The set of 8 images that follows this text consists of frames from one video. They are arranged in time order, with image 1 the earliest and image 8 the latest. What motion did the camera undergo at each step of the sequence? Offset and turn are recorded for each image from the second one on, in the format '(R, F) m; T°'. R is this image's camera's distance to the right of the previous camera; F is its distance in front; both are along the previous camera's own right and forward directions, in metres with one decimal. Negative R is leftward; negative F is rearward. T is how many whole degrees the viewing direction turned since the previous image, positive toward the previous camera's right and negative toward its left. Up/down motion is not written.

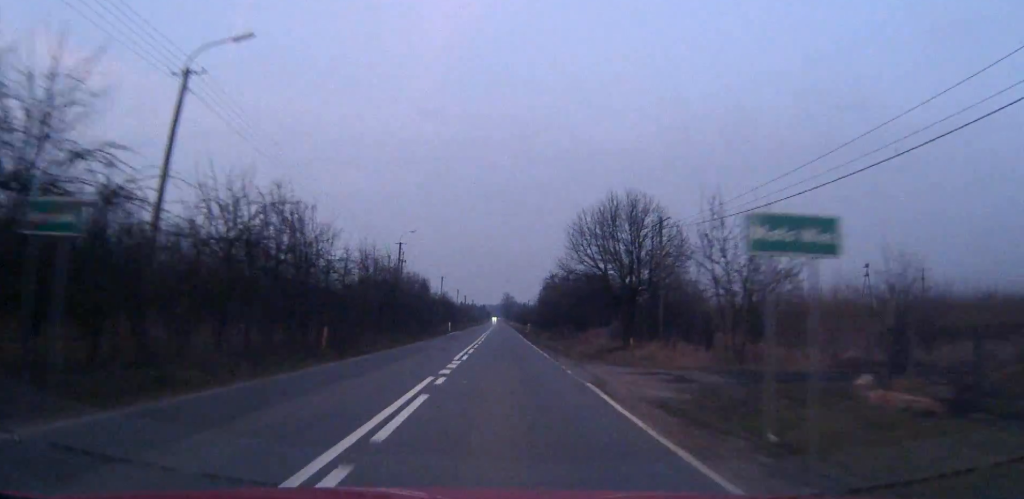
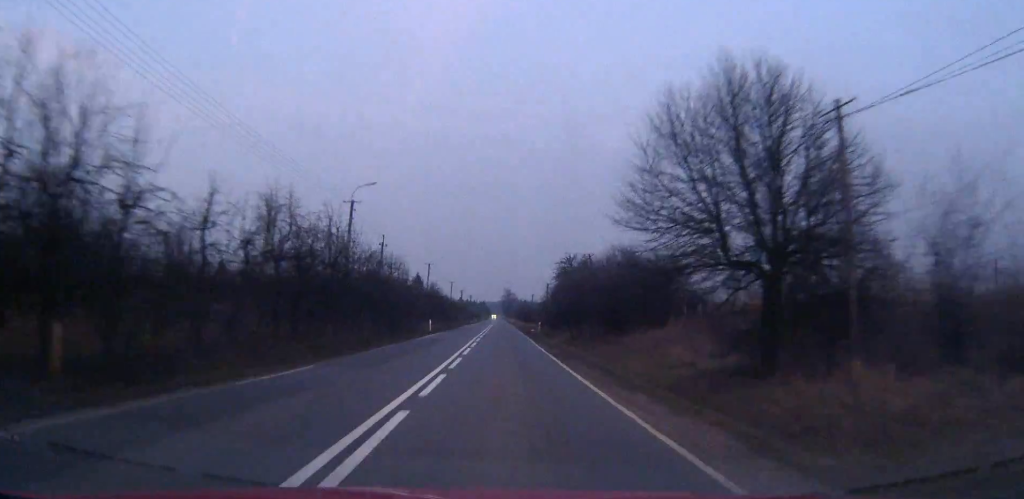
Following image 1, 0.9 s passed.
(0.0, +22.2) m; 0°
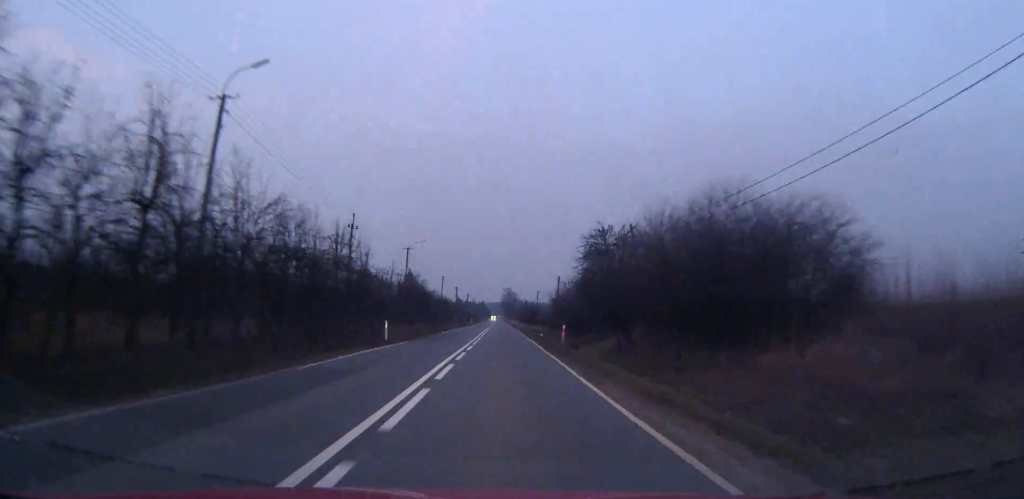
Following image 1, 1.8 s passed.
(-0.1, +22.3) m; 0°
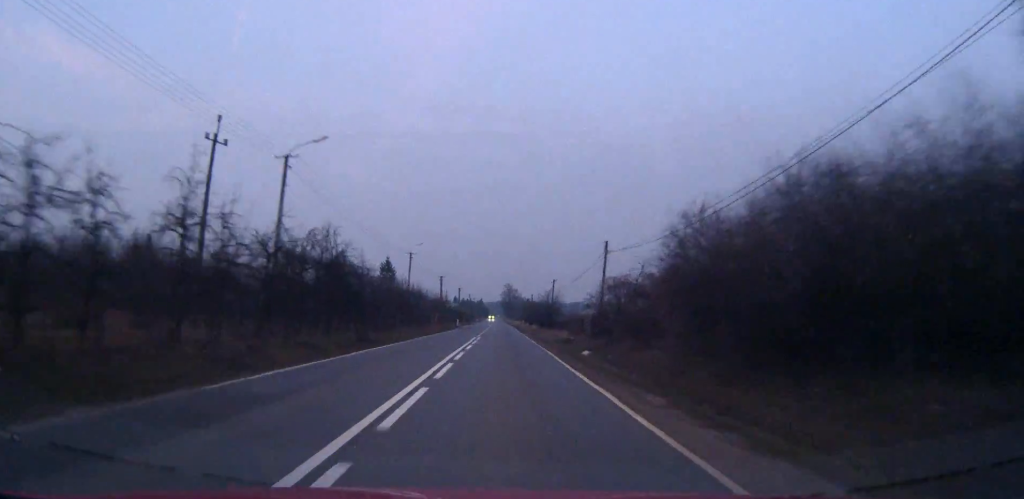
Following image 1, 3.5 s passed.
(0.0, +43.1) m; 0°
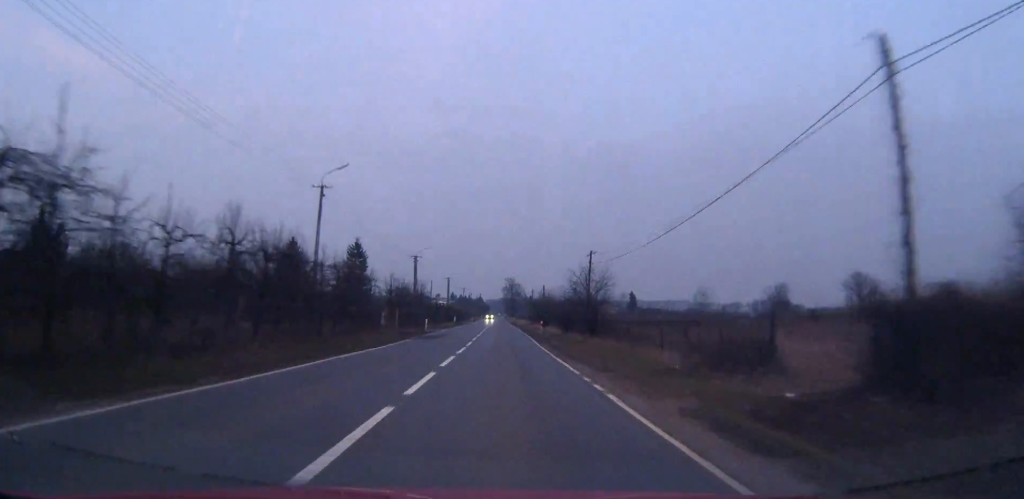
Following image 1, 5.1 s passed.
(0.0, +40.1) m; 0°
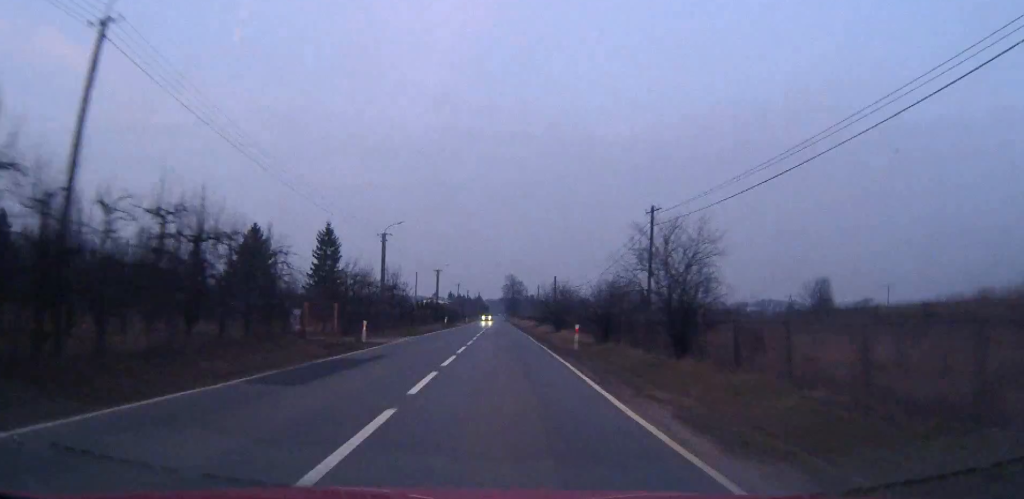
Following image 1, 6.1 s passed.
(0.0, +24.2) m; 0°
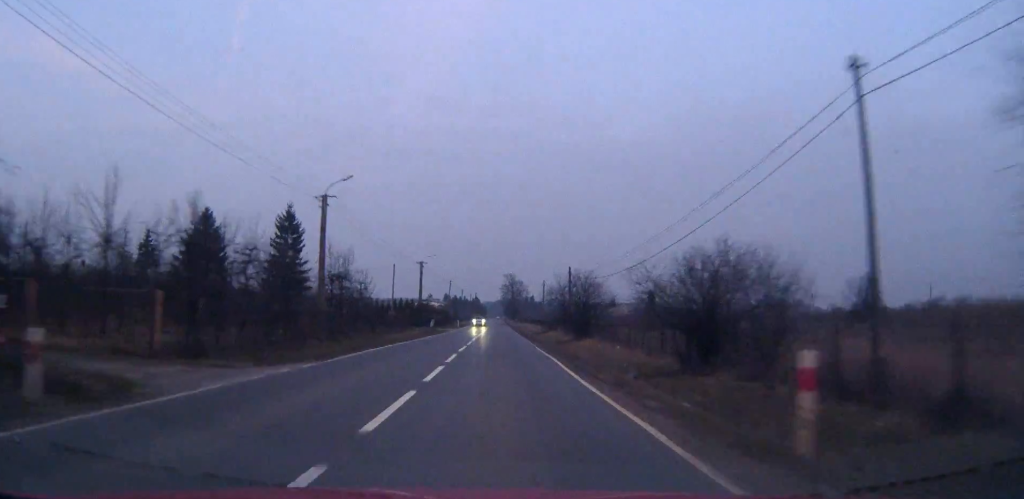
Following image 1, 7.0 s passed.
(-0.1, +21.7) m; 0°
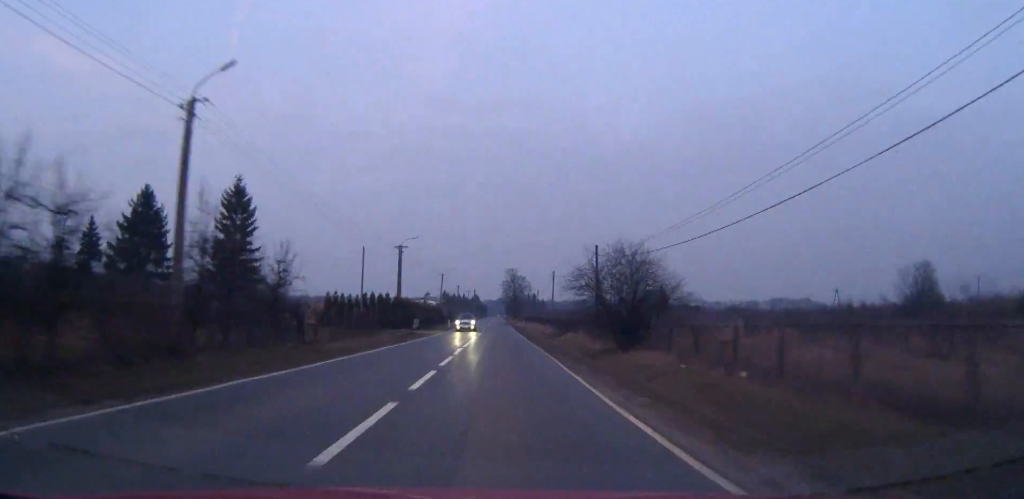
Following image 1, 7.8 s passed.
(+0.1, +20.0) m; 0°
